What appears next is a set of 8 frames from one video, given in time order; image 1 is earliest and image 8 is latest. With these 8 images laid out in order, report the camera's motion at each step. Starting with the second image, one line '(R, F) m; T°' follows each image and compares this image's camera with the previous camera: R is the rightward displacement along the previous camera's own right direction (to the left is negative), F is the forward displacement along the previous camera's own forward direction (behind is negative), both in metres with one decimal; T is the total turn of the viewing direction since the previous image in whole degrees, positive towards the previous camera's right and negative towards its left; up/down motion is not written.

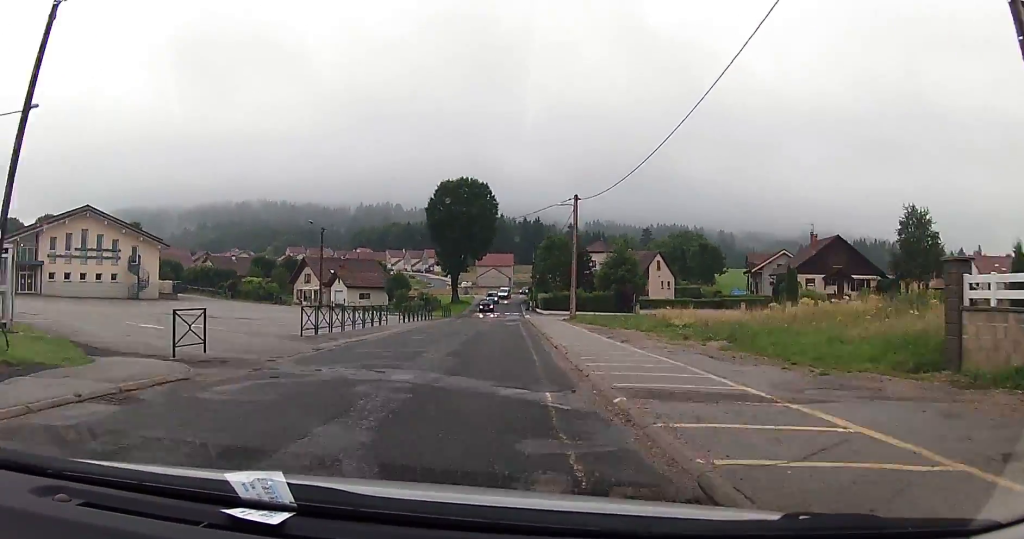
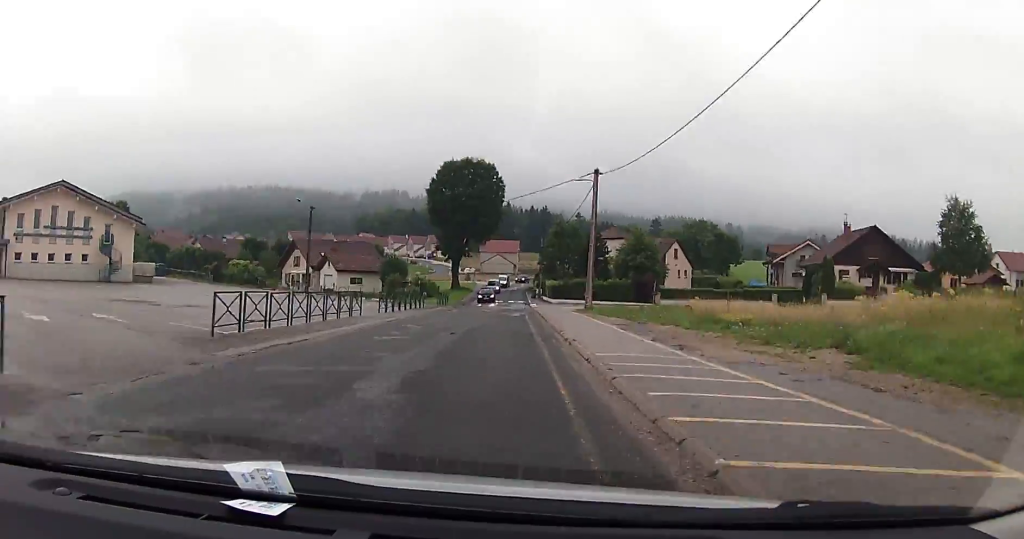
(0.0, +7.3) m; 0°
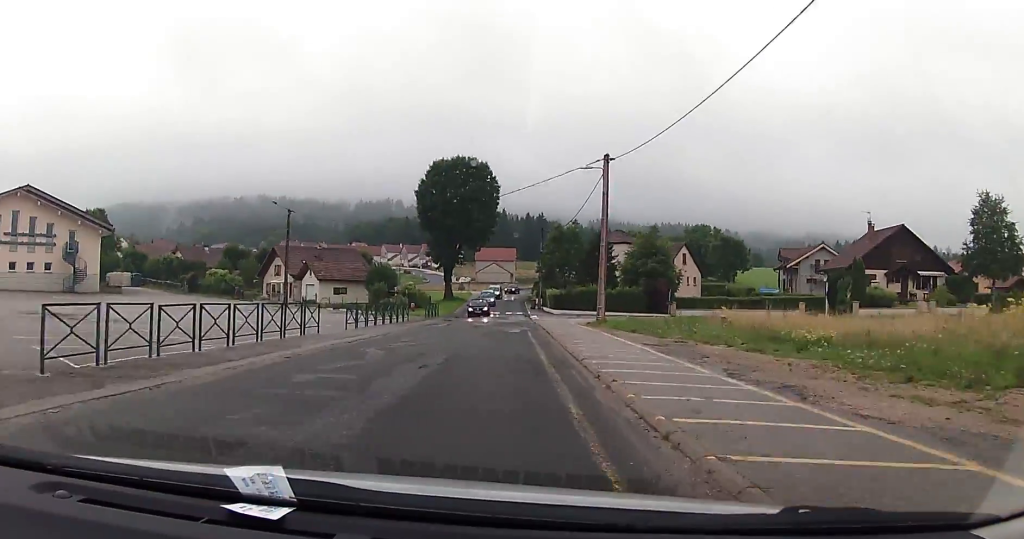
(-0.1, +6.4) m; +1°
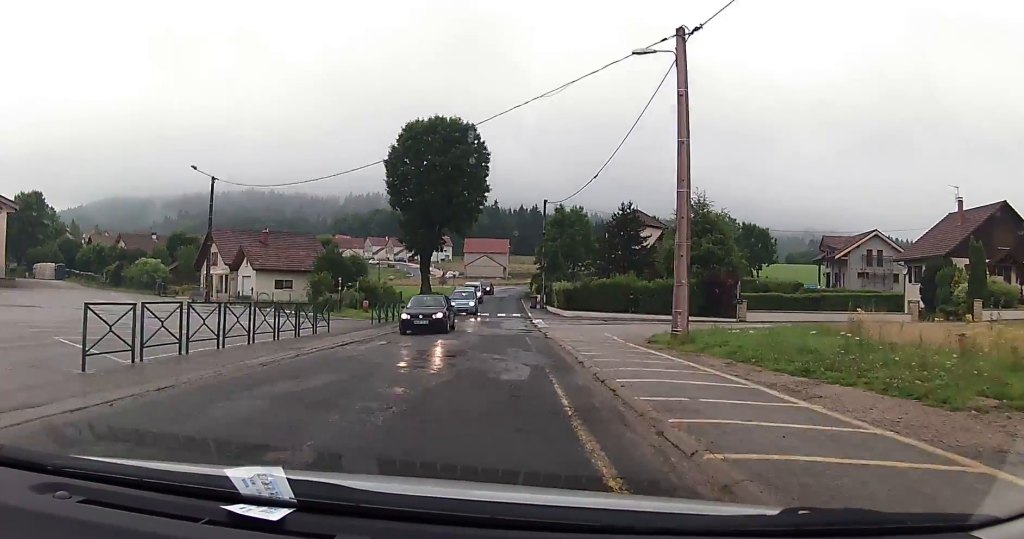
(+0.5, +17.2) m; +1°
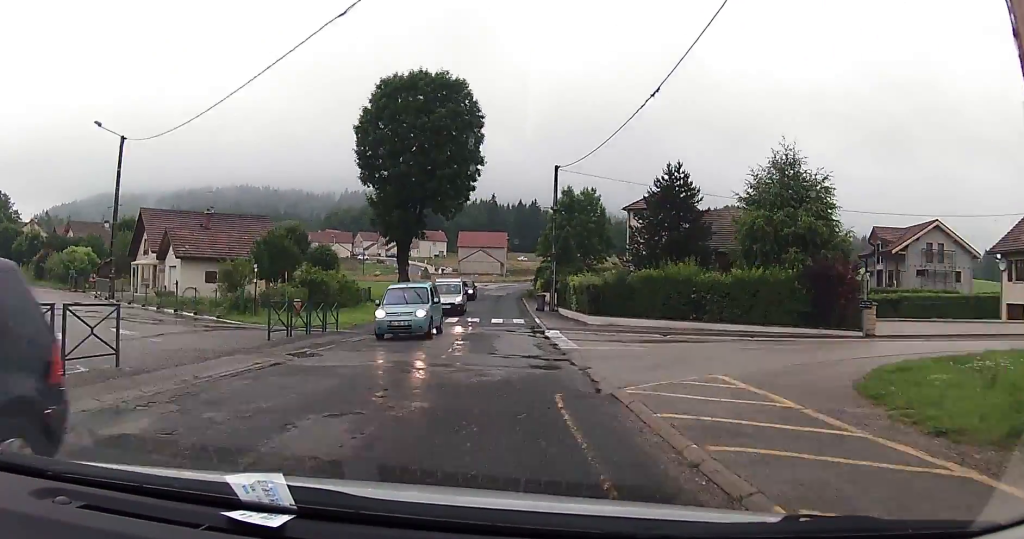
(-0.3, +13.6) m; -2°
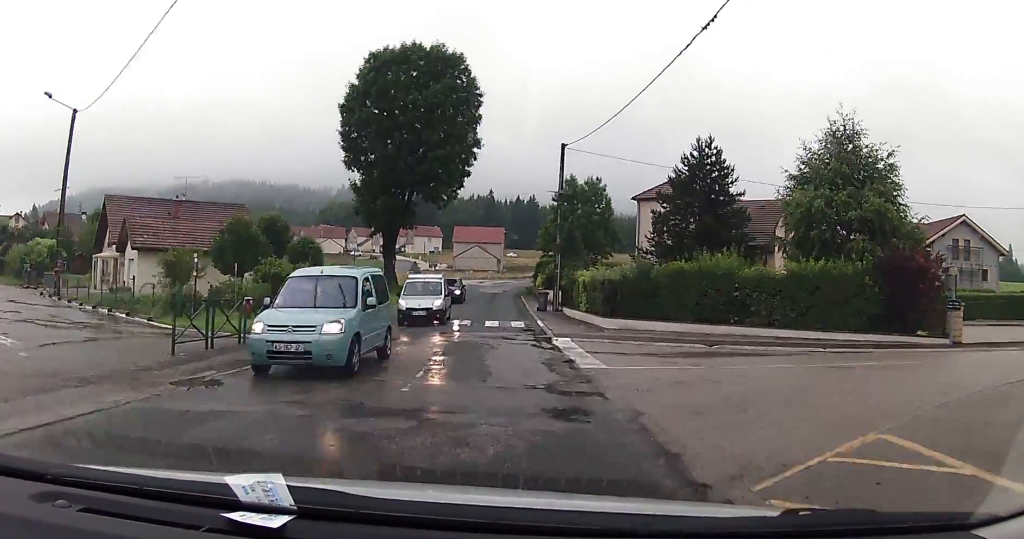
(0.0, +5.4) m; -1°
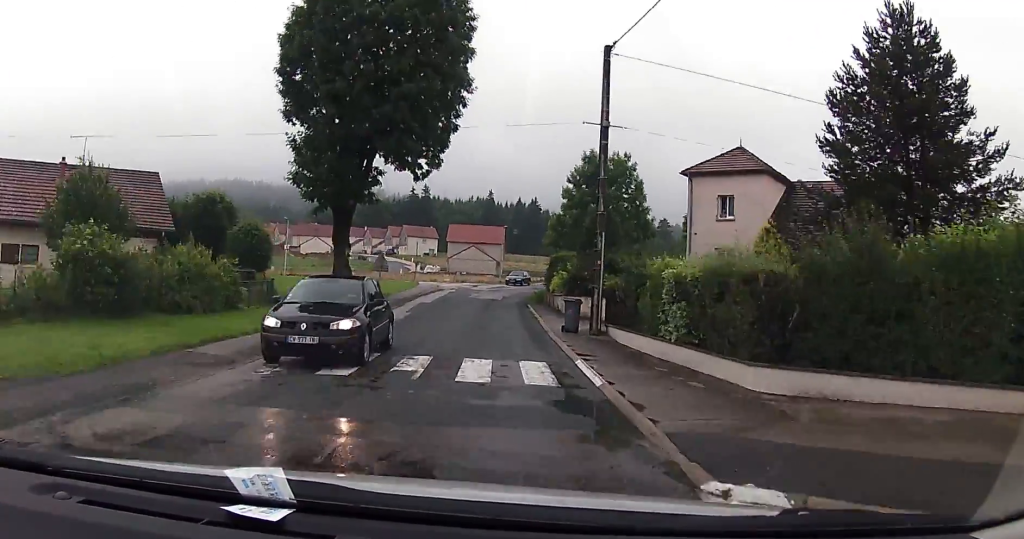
(-0.3, +15.2) m; 0°
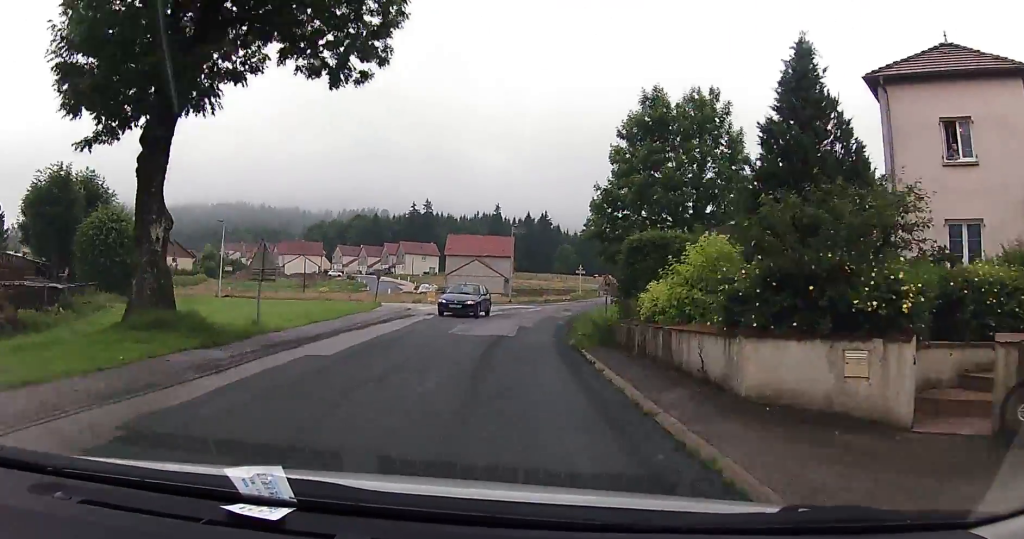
(+0.4, +19.8) m; +1°
